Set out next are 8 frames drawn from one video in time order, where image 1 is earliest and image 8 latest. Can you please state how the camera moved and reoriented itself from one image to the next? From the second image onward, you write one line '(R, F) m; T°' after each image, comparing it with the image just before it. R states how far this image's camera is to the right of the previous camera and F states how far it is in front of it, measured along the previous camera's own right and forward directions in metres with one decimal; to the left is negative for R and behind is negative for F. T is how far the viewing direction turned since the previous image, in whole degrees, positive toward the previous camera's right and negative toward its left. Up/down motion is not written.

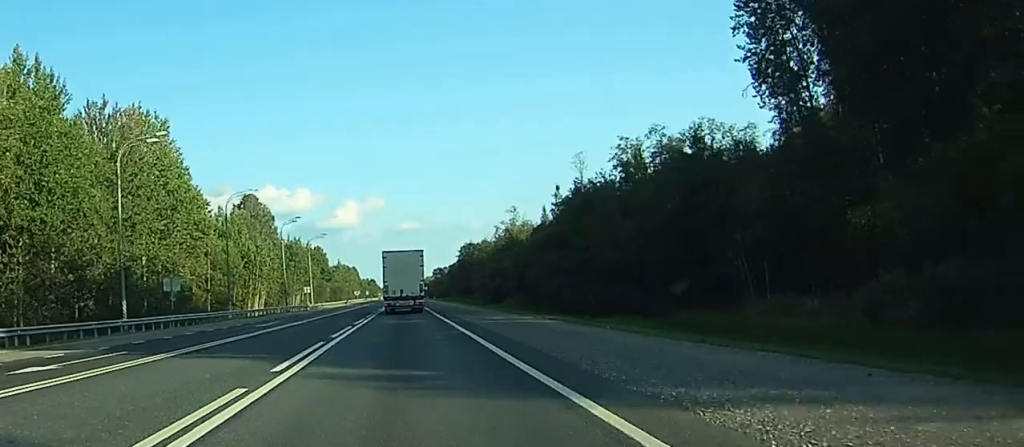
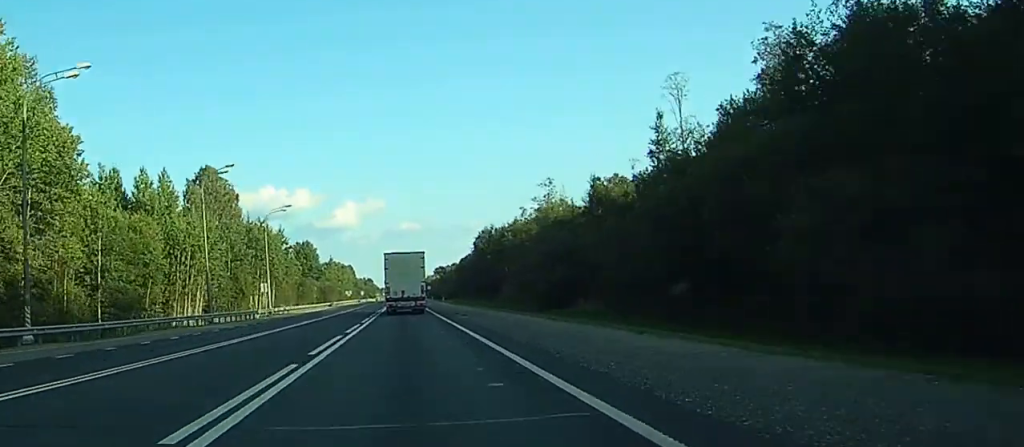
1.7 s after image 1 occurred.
(0.0, +42.8) m; 0°
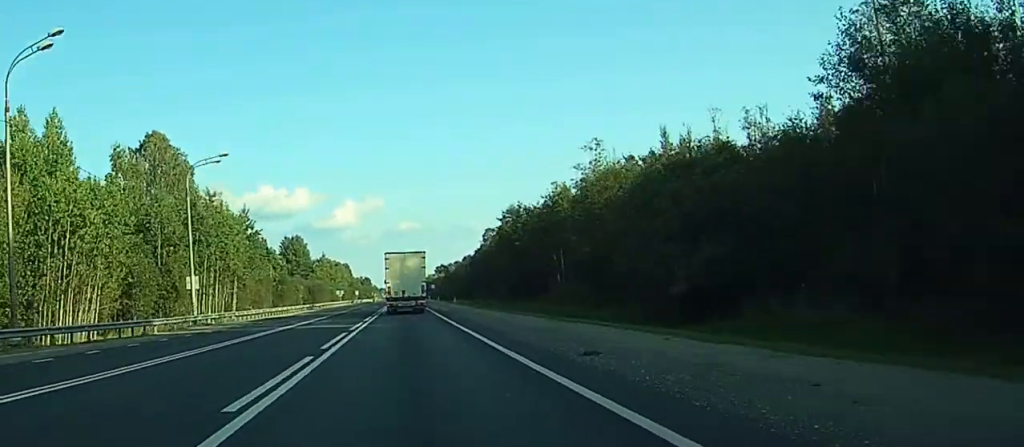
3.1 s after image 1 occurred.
(+0.1, +33.3) m; 0°
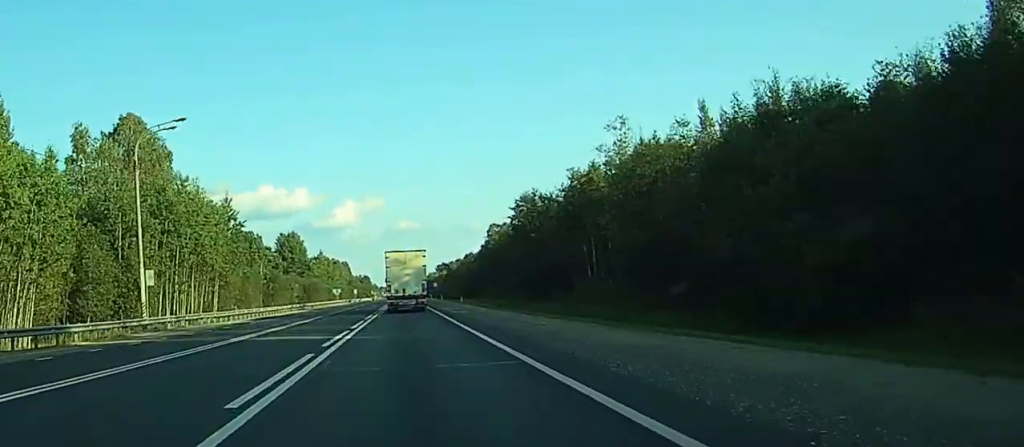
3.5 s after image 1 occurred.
(0.0, +11.8) m; 0°
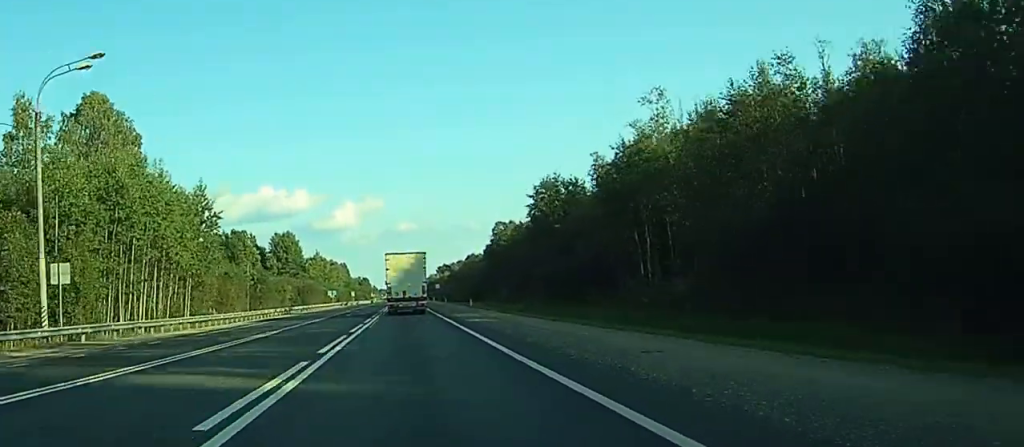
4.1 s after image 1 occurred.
(0.0, +13.5) m; 0°
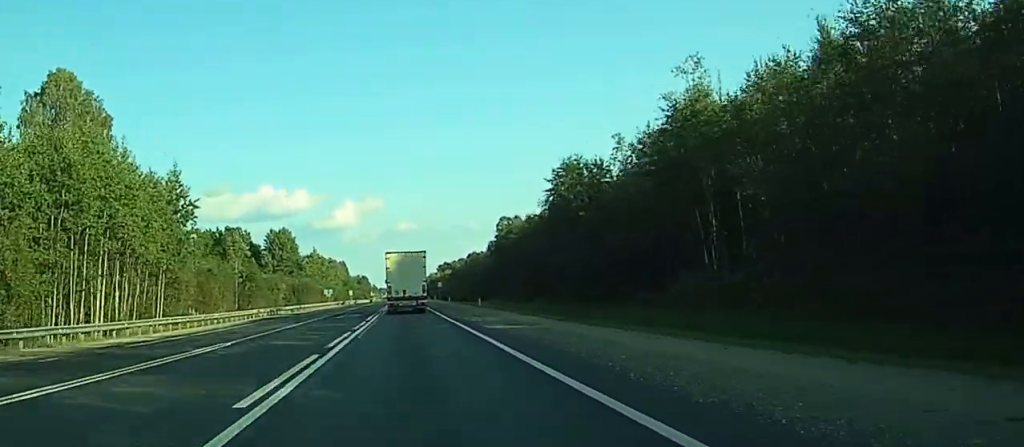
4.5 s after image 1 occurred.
(0.0, +10.2) m; 0°
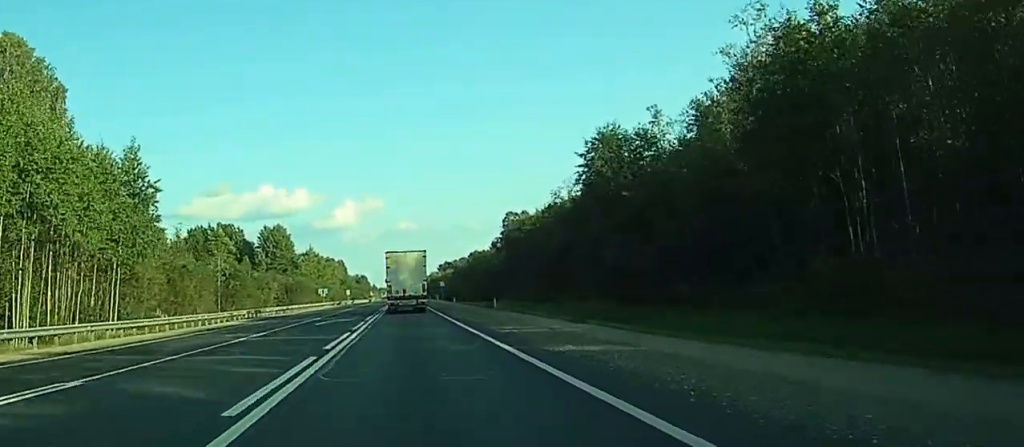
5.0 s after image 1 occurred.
(0.0, +12.8) m; 0°
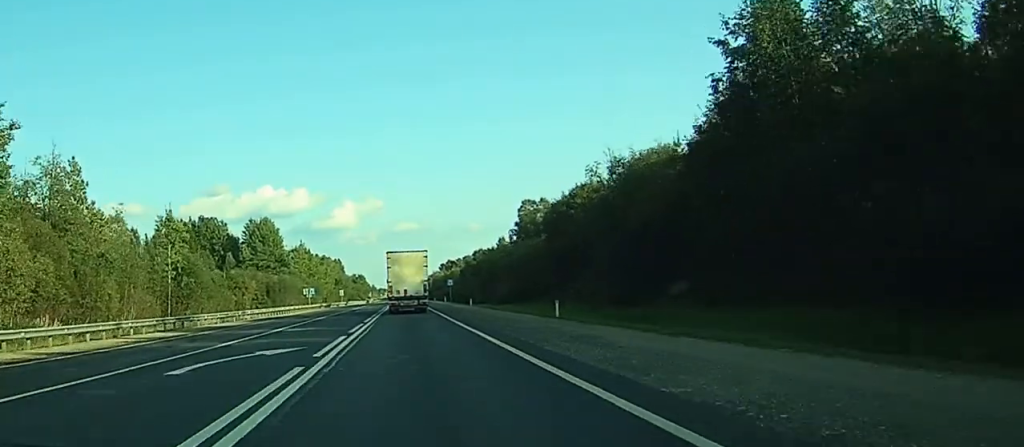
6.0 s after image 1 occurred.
(0.0, +26.5) m; 0°
